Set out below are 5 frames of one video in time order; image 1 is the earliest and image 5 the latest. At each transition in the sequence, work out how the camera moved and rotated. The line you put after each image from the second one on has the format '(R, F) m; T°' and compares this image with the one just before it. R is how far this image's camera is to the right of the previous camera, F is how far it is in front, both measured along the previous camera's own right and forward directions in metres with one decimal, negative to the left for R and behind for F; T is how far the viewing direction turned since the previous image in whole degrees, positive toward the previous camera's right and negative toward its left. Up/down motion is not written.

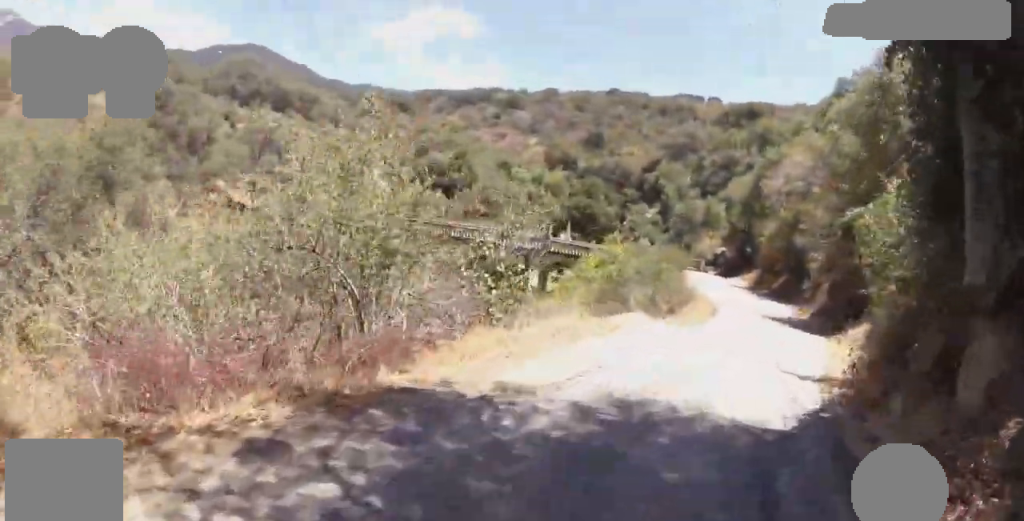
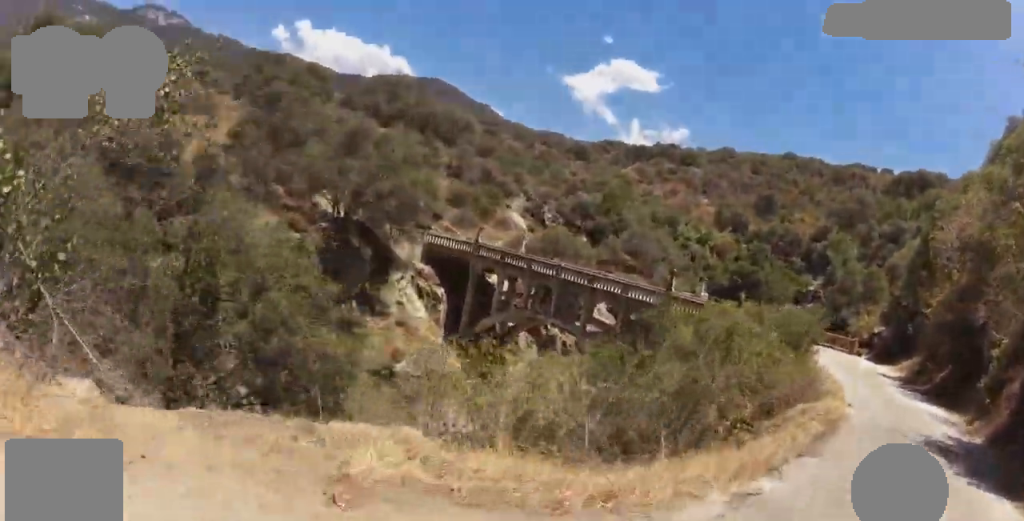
(-0.2, +10.4) m; -7°
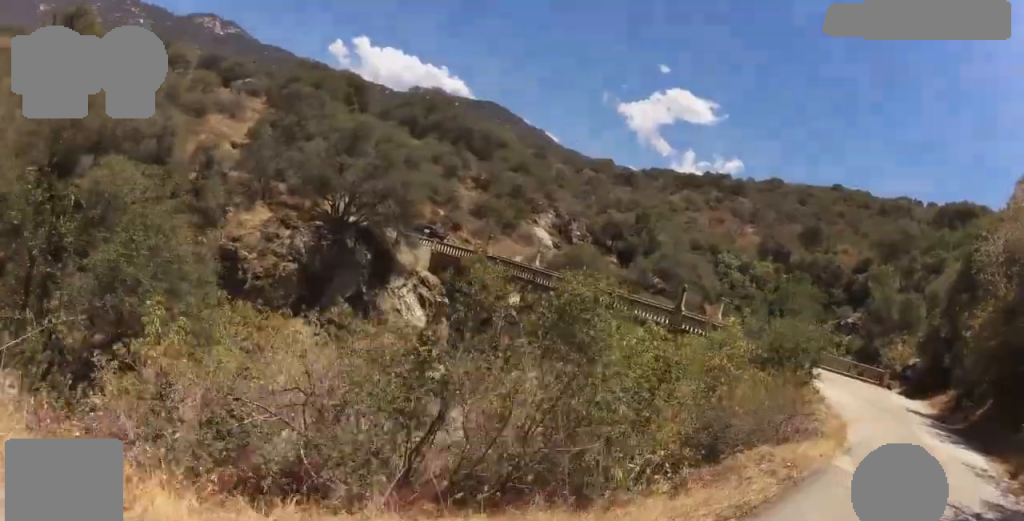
(-0.8, +4.9) m; +6°
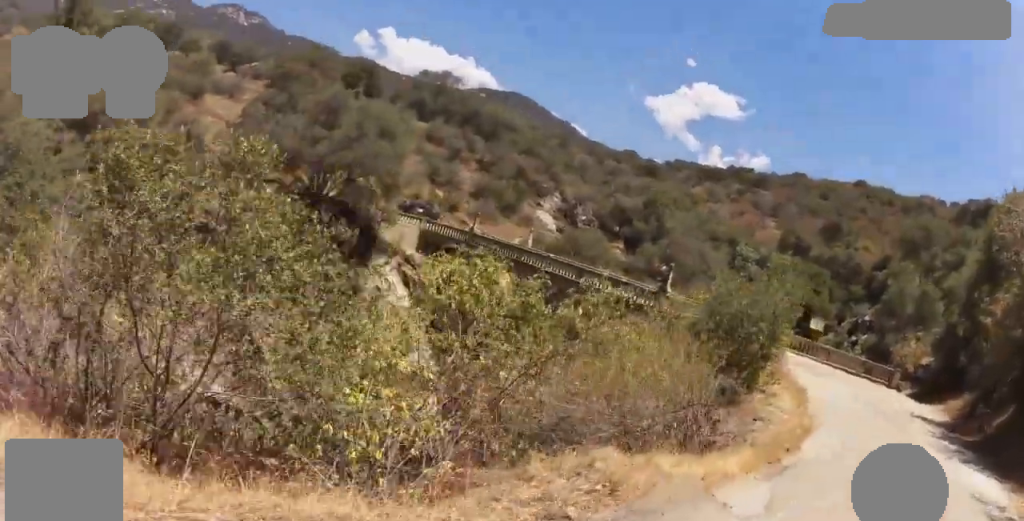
(+0.8, +4.1) m; +1°
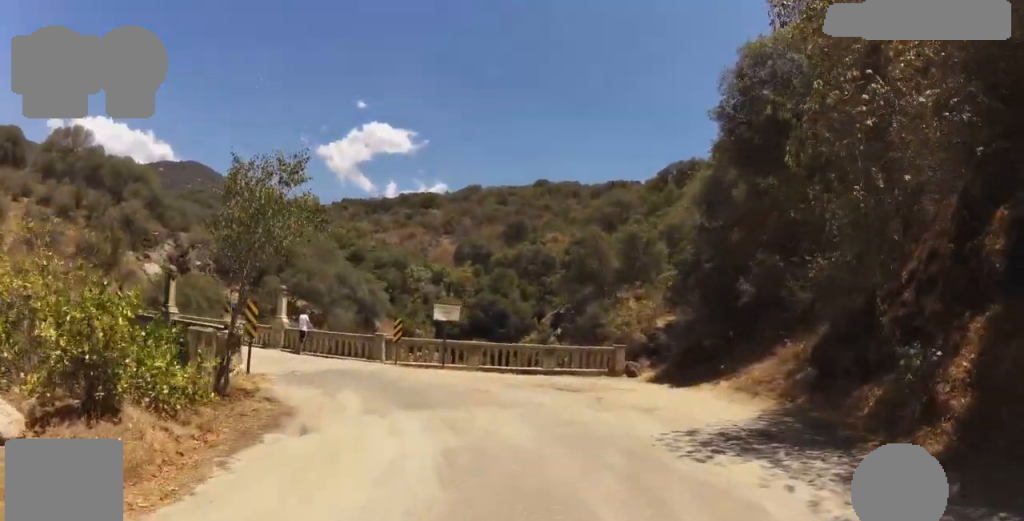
(-3.5, +13.7) m; -35°
